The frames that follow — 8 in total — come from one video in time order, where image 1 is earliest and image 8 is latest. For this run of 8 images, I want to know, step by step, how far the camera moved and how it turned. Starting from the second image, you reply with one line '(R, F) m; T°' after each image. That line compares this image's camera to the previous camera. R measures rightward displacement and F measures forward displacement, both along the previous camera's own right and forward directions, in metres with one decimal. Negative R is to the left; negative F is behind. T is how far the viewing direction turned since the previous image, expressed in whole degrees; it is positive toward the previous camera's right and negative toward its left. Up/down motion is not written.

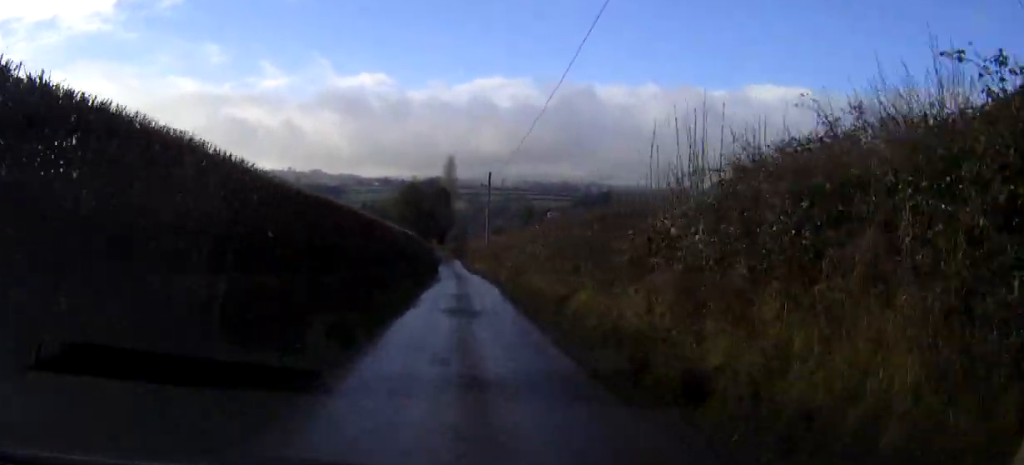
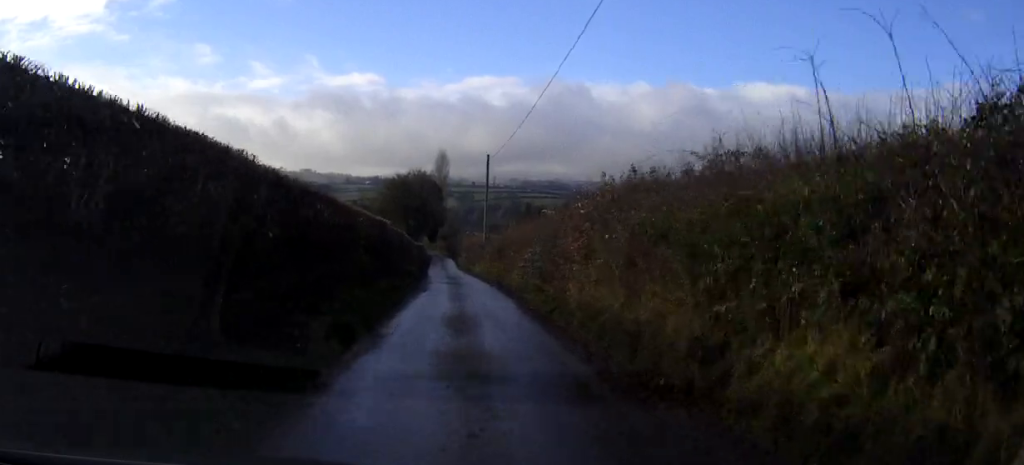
(0.0, +8.5) m; 0°
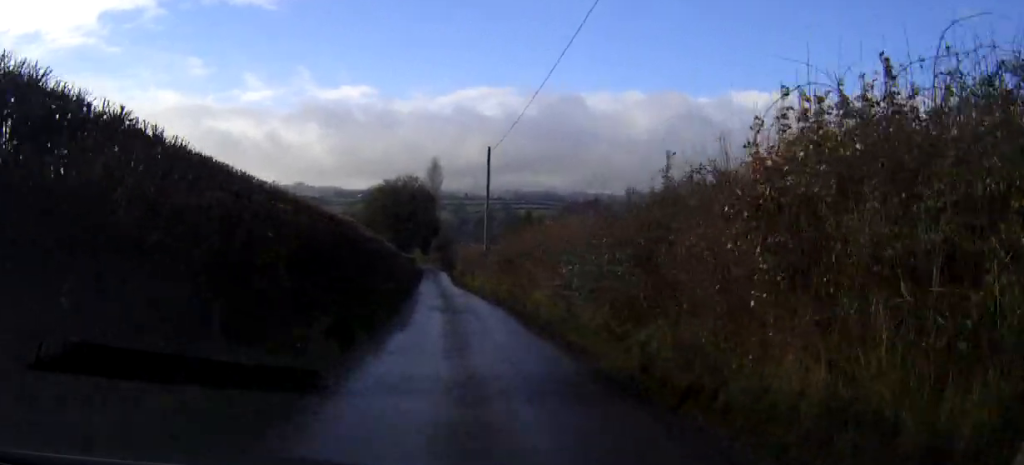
(0.0, +8.5) m; 0°
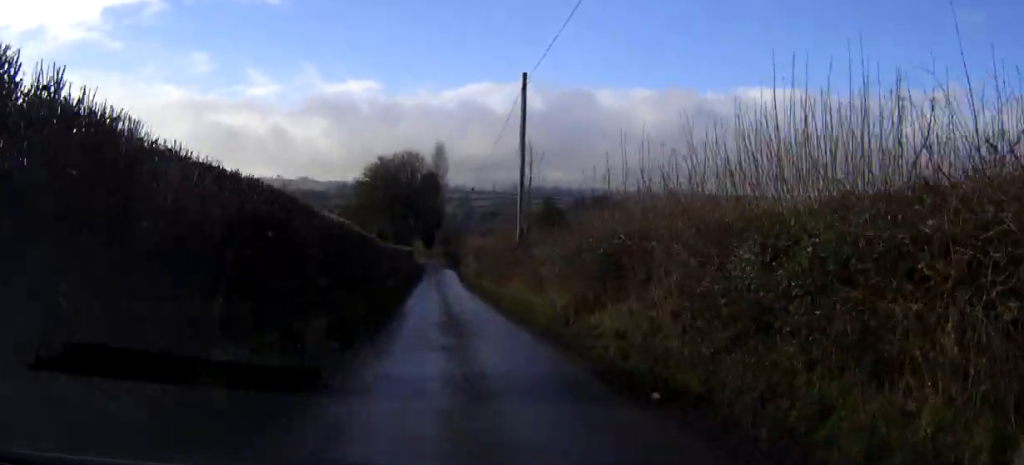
(+0.1, +16.0) m; 0°
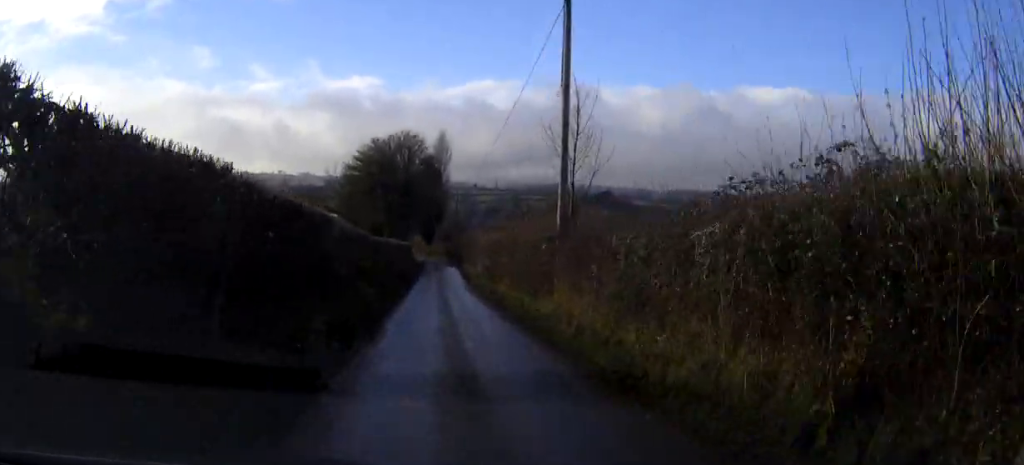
(0.0, +9.0) m; 0°
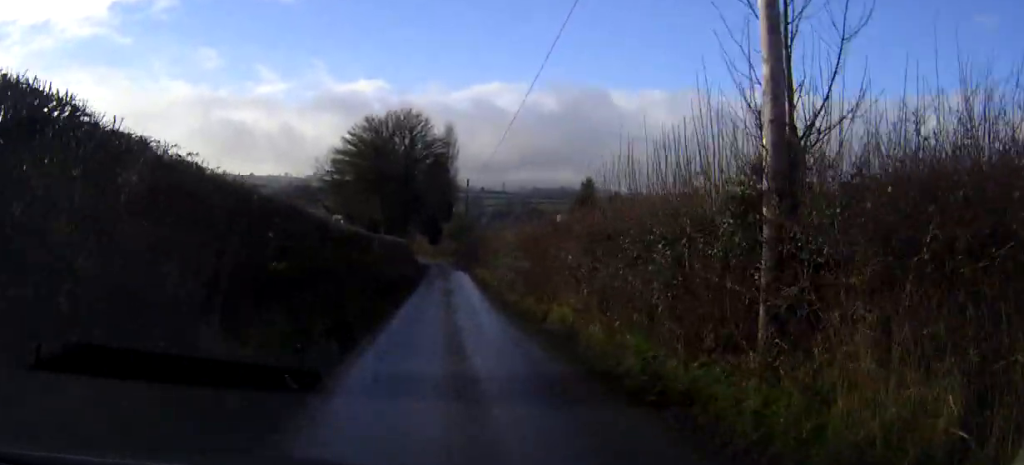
(0.0, +11.0) m; 0°
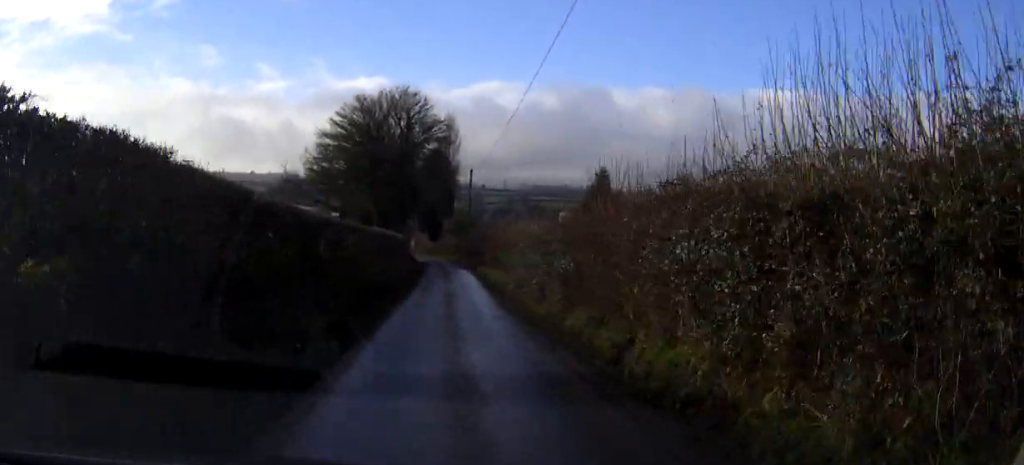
(0.0, +6.3) m; 0°
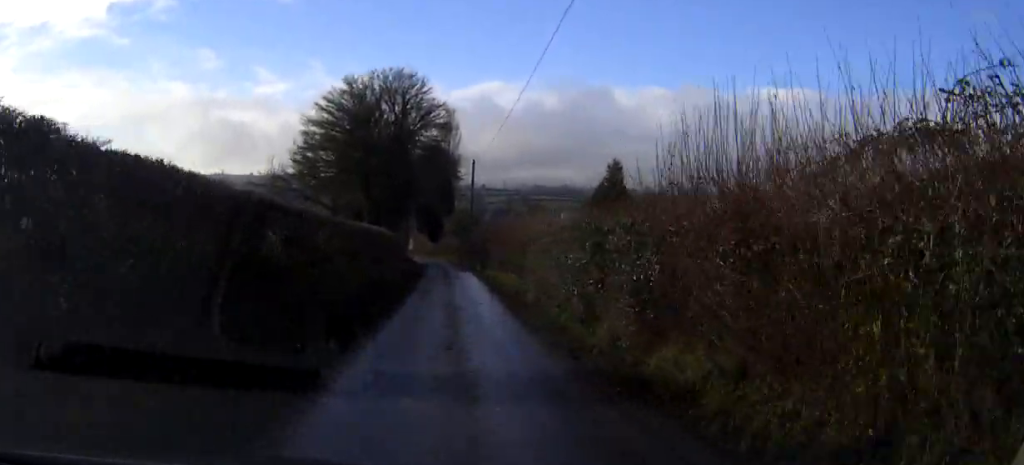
(0.0, +5.2) m; 0°
